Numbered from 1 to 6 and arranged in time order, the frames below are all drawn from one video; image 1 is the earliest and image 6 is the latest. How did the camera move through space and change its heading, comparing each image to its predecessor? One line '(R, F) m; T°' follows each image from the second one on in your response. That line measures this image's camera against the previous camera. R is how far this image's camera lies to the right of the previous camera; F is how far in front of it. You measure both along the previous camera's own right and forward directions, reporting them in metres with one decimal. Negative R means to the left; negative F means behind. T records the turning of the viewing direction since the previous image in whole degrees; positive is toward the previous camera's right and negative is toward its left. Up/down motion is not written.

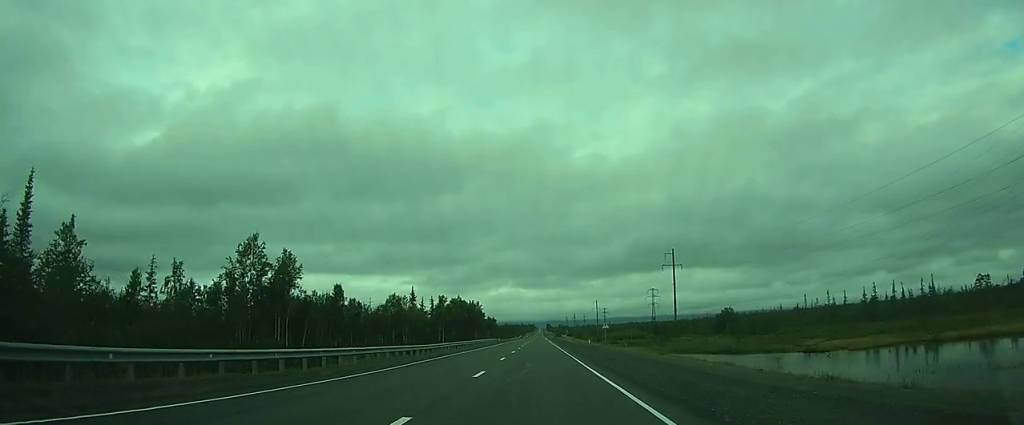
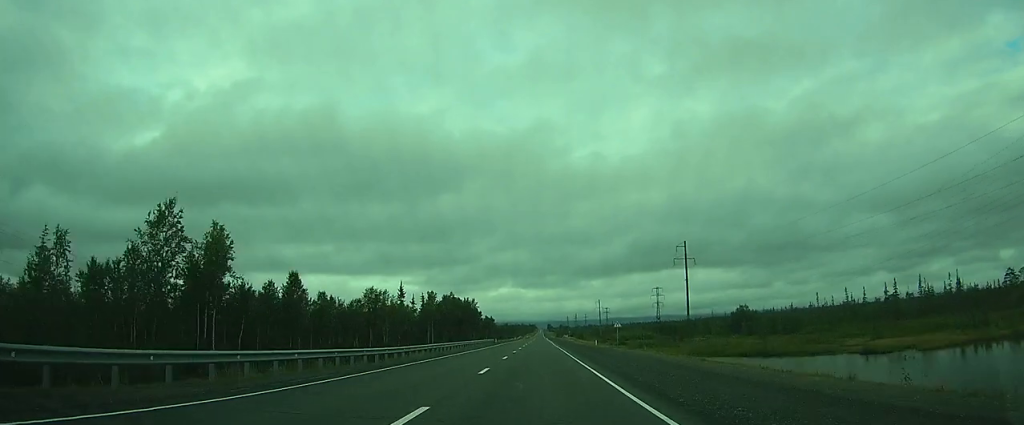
(0.0, +10.7) m; 0°
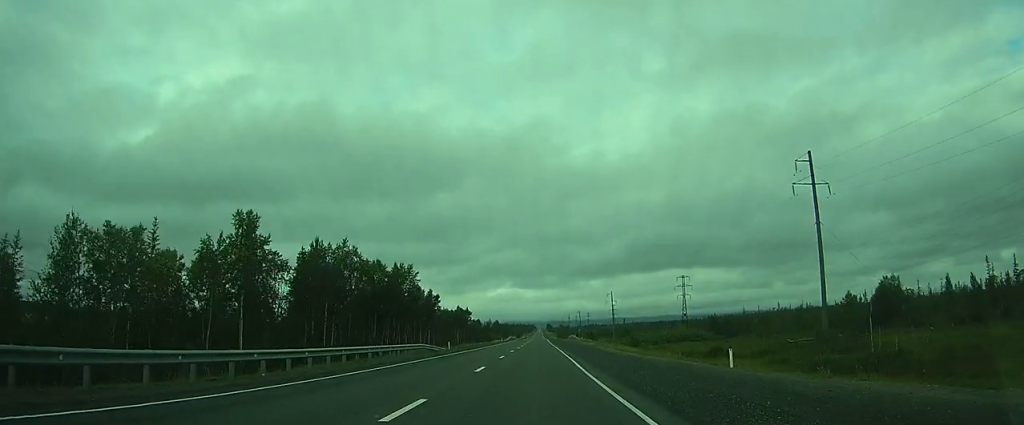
(-0.5, +58.6) m; 0°
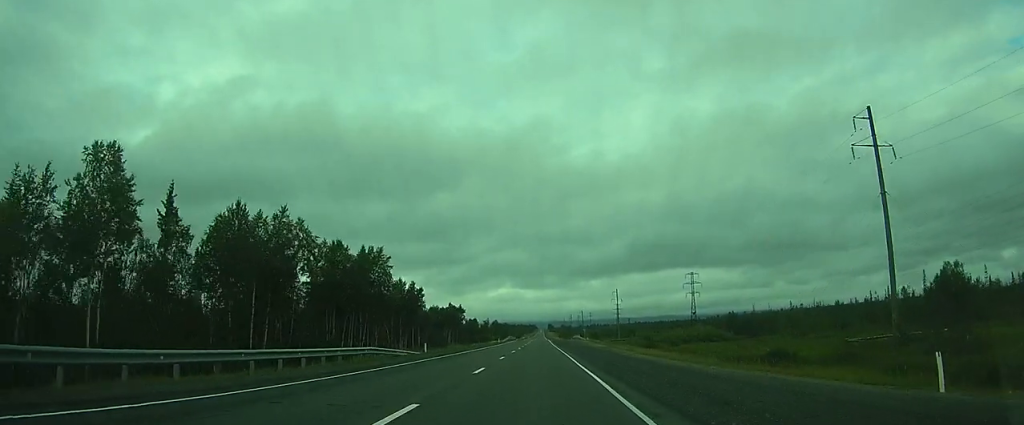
(0.0, +12.5) m; 0°
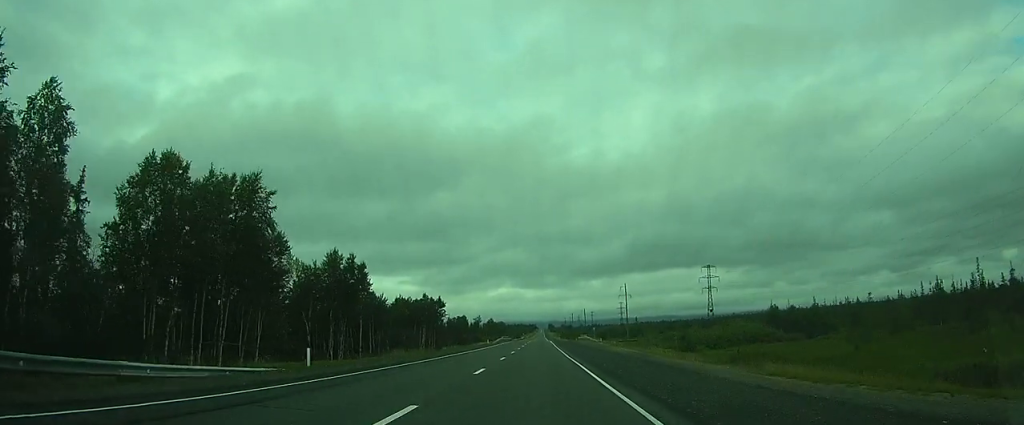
(+0.2, +23.5) m; 0°
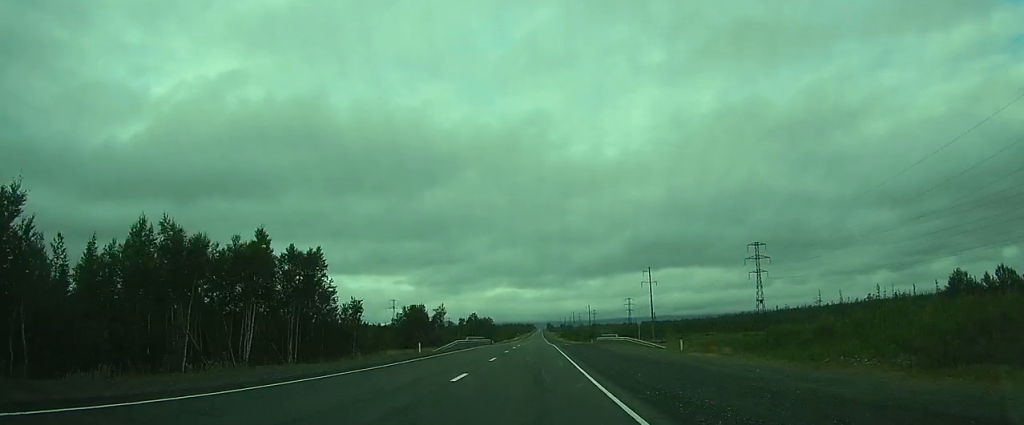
(-0.4, +51.3) m; 0°
